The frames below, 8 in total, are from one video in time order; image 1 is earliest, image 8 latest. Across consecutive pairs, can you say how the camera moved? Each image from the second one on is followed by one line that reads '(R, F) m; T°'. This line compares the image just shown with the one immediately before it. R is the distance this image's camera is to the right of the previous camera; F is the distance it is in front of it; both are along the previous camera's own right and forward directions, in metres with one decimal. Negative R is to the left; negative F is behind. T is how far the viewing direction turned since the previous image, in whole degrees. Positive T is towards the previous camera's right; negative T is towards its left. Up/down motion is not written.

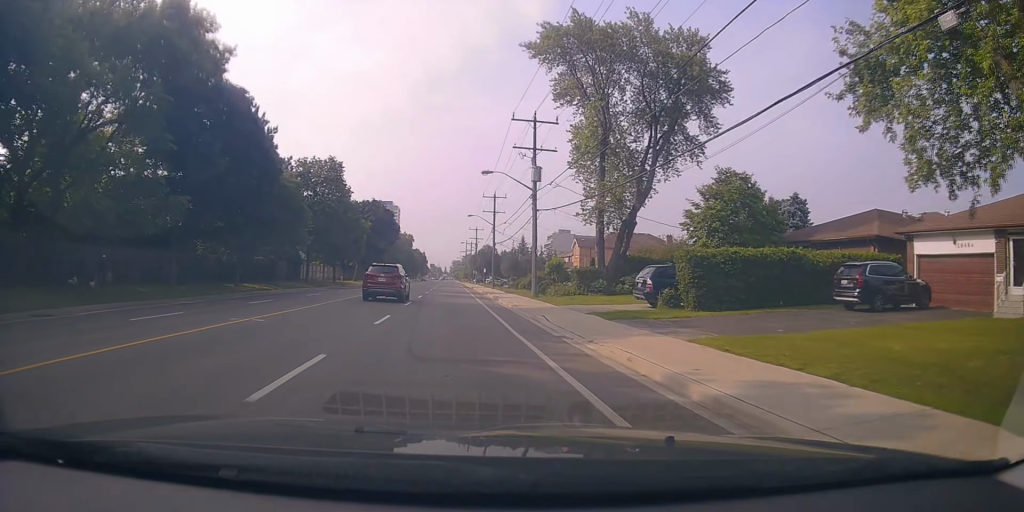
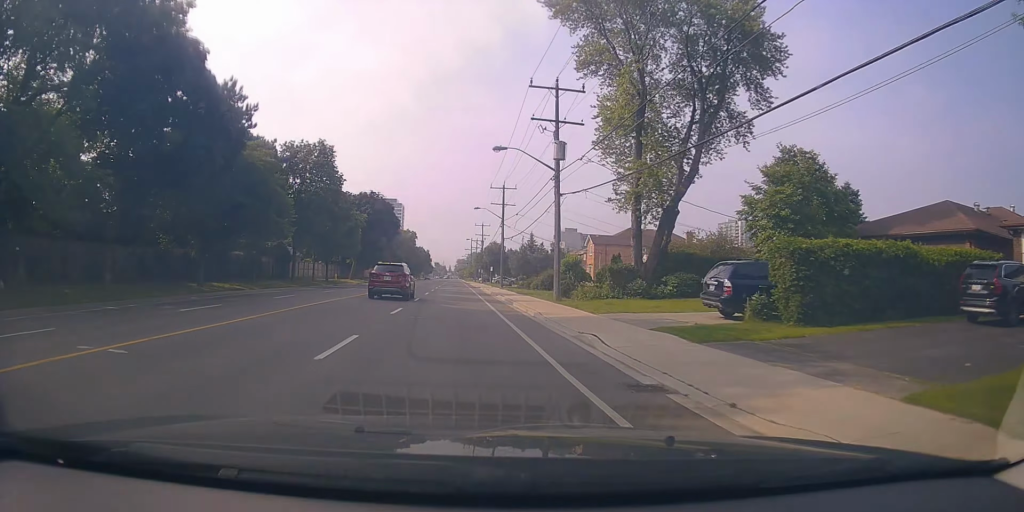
(-0.2, +6.4) m; 0°
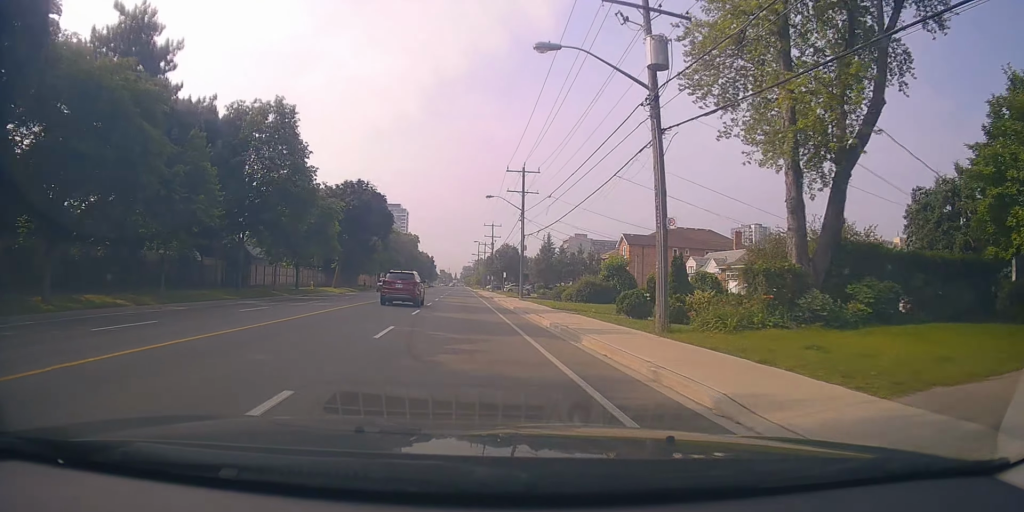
(-0.1, +14.2) m; 0°
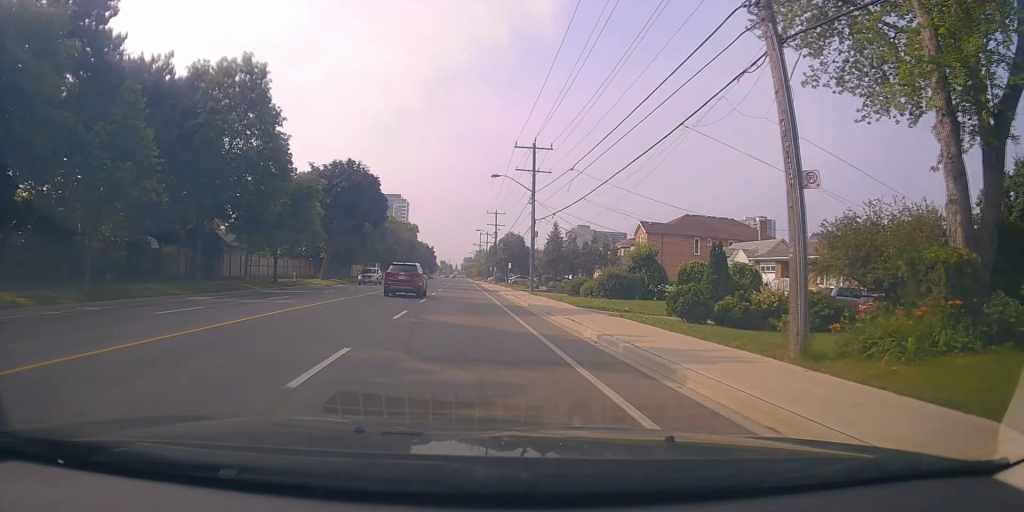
(+0.2, +6.4) m; 0°
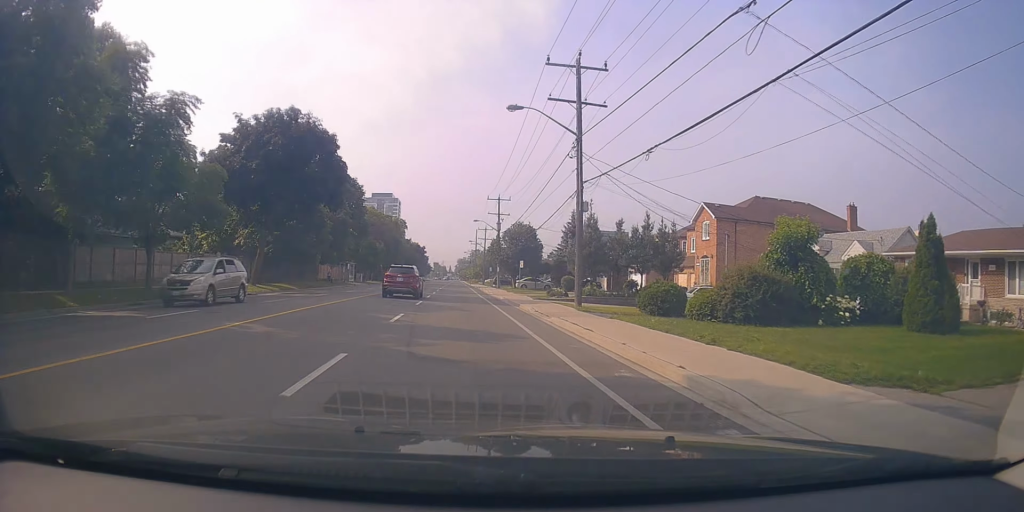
(-0.5, +18.4) m; -1°
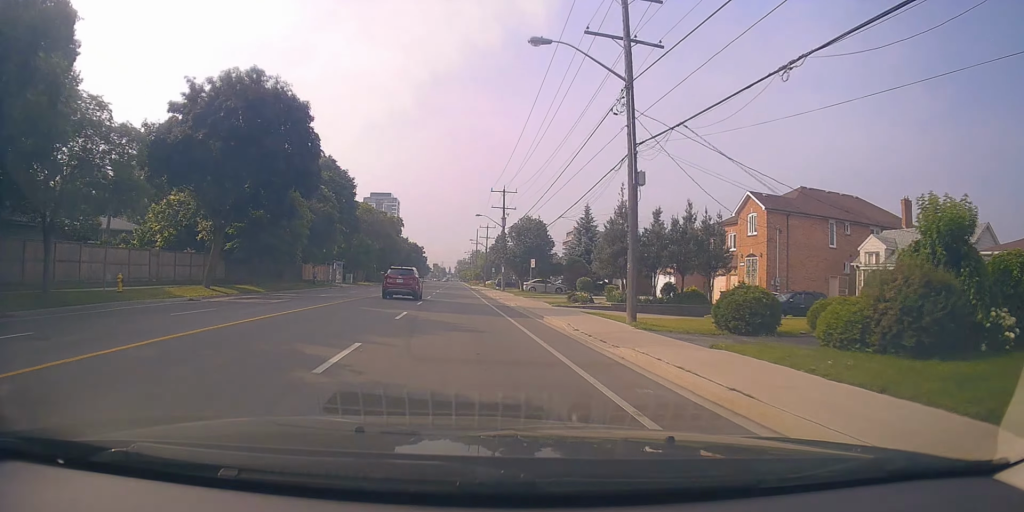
(0.0, +7.8) m; +2°
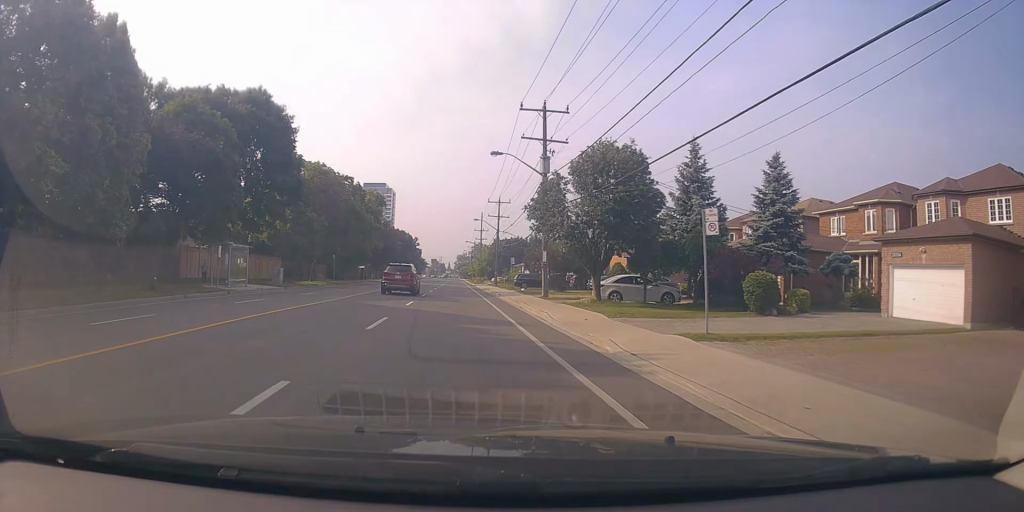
(+0.5, +31.0) m; -1°
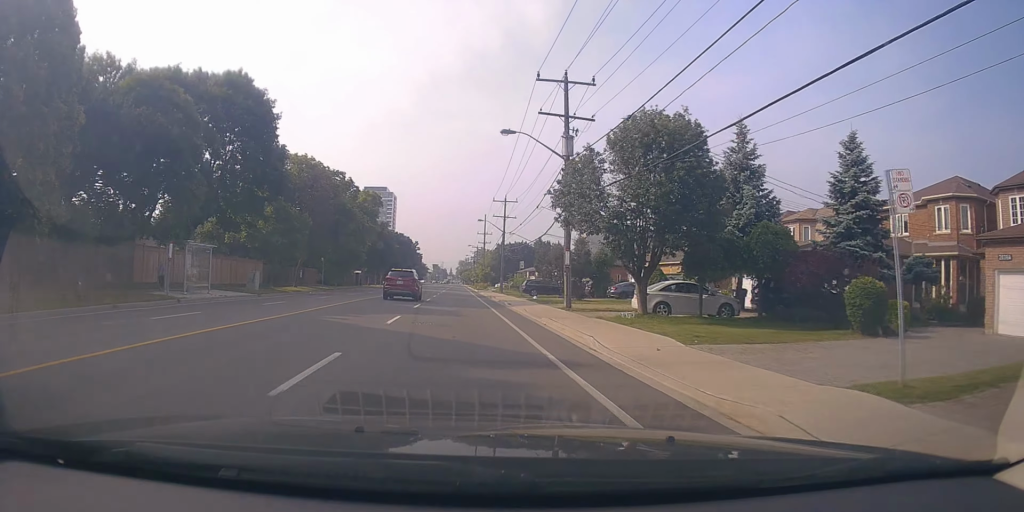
(-0.1, +6.3) m; 0°
